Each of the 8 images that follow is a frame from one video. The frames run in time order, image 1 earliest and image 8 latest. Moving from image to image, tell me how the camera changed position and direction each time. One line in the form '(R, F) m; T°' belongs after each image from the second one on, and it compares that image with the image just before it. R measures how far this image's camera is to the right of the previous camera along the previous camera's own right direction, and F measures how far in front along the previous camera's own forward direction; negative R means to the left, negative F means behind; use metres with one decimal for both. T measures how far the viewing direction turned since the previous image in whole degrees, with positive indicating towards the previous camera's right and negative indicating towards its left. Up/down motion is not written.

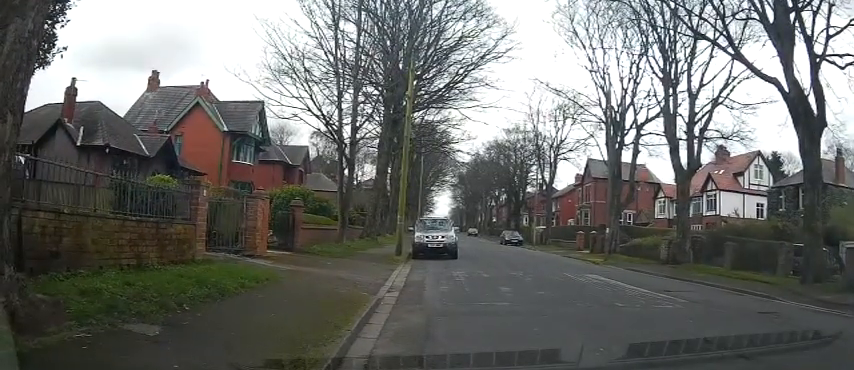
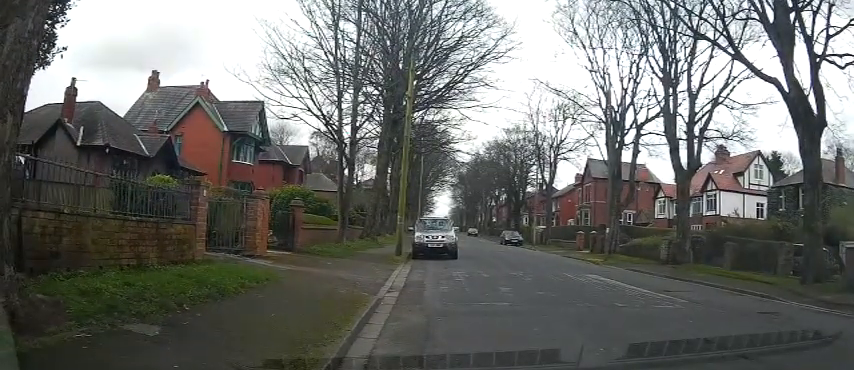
(0.0, 0.0) m; 0°
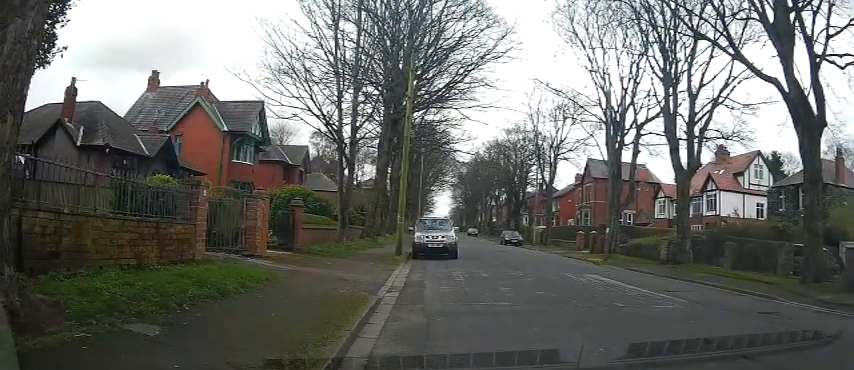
(0.0, 0.0) m; 0°
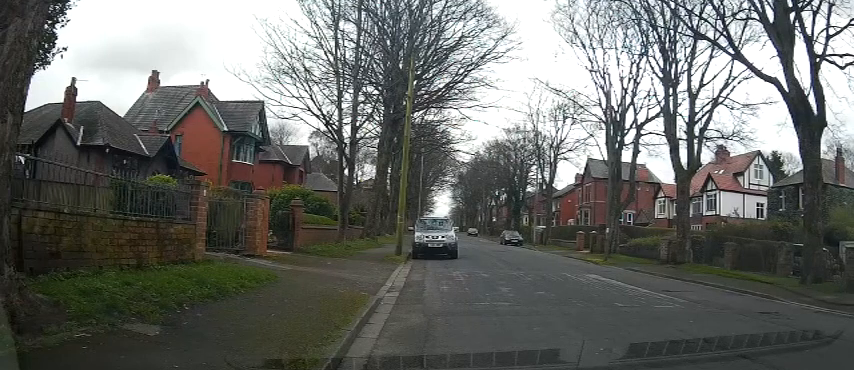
(0.0, 0.0) m; 0°
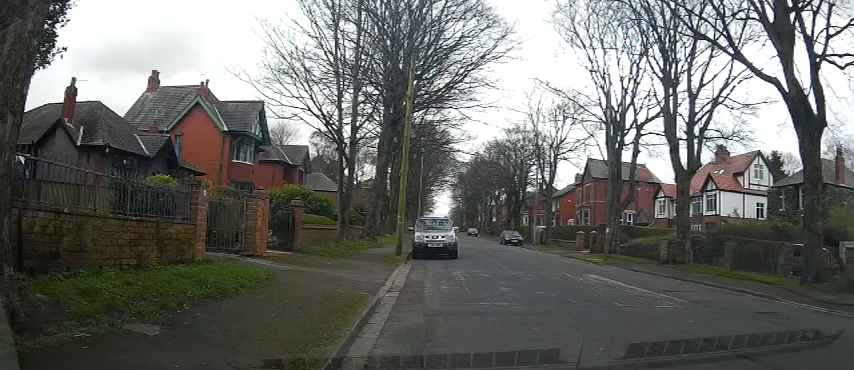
(0.0, 0.0) m; 0°
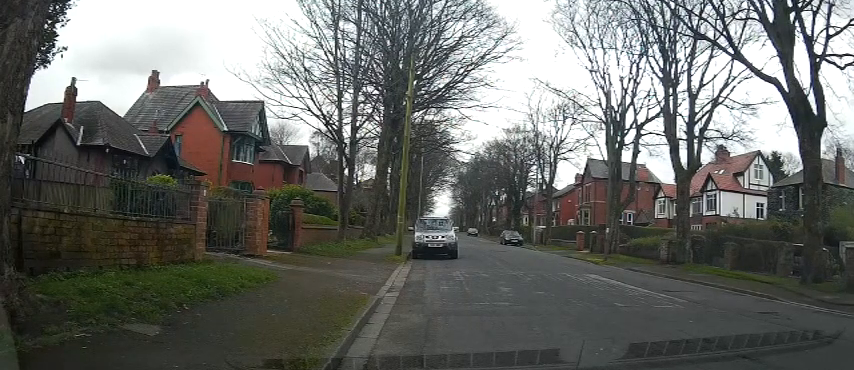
(0.0, 0.0) m; 0°
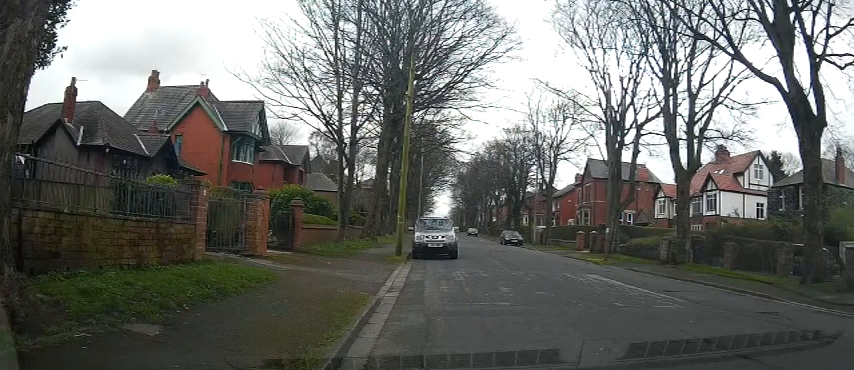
(0.0, 0.0) m; 0°
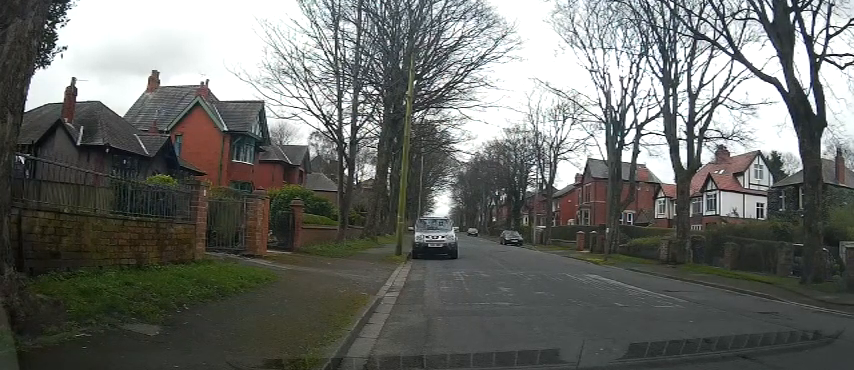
(0.0, 0.0) m; 0°
